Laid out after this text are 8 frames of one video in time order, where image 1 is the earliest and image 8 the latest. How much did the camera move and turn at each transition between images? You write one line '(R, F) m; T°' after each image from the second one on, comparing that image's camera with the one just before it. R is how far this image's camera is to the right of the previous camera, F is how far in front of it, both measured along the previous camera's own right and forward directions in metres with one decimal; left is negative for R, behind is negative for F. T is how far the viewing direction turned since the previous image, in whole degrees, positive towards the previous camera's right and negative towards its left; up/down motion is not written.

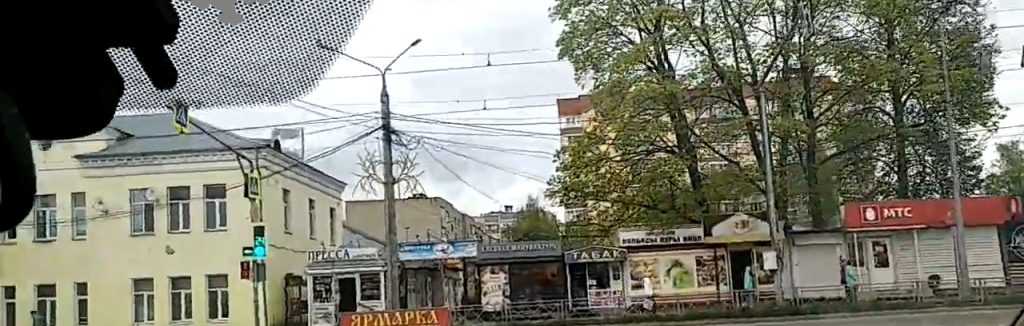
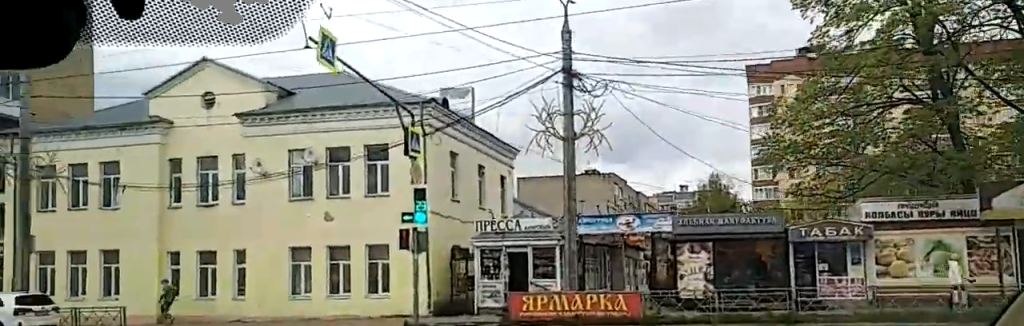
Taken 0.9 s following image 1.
(-0.1, +4.8) m; -17°
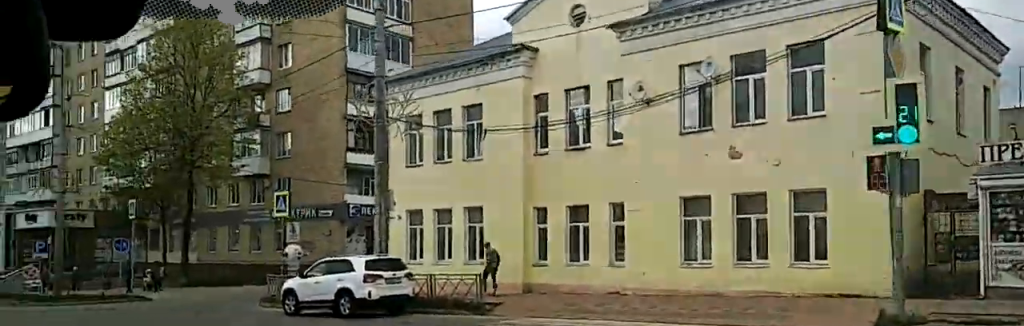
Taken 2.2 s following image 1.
(-2.0, +8.4) m; -18°
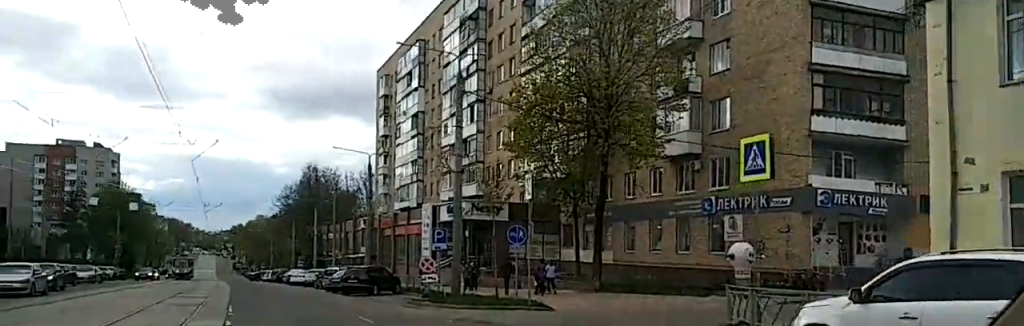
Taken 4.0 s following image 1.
(-3.0, +14.9) m; -23°
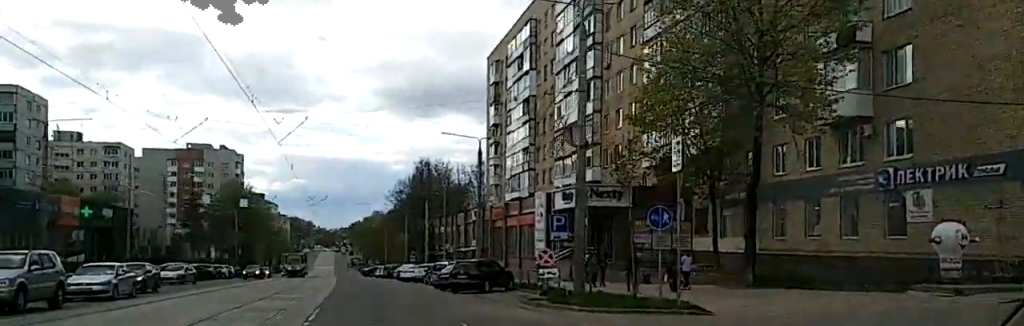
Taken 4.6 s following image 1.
(-0.3, +6.1) m; -6°
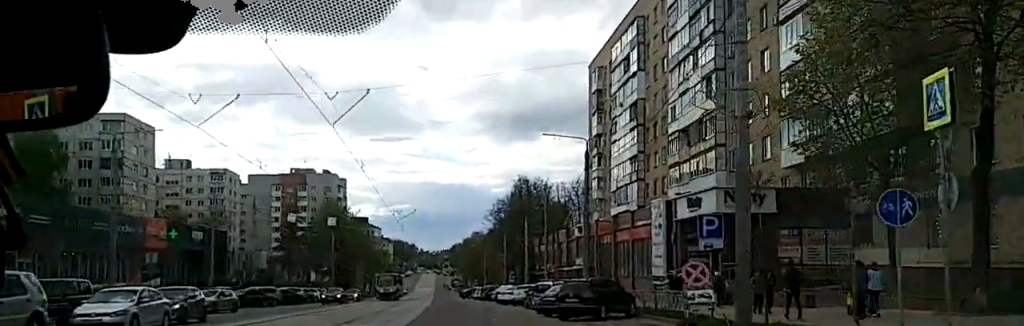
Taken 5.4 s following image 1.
(-0.7, +8.9) m; -6°
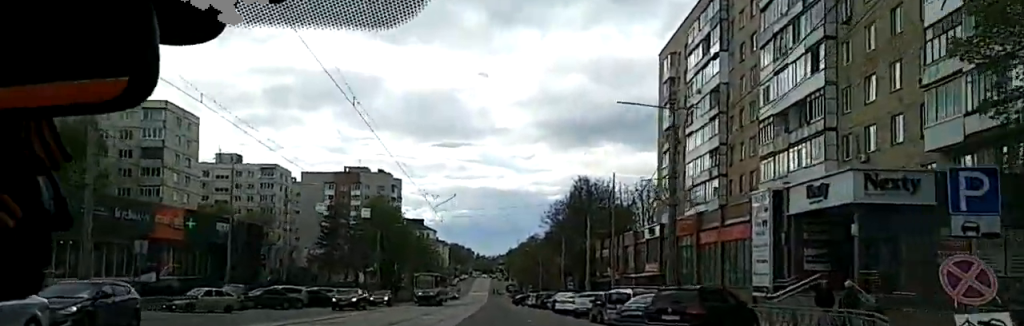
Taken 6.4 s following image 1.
(-0.5, +11.0) m; -5°
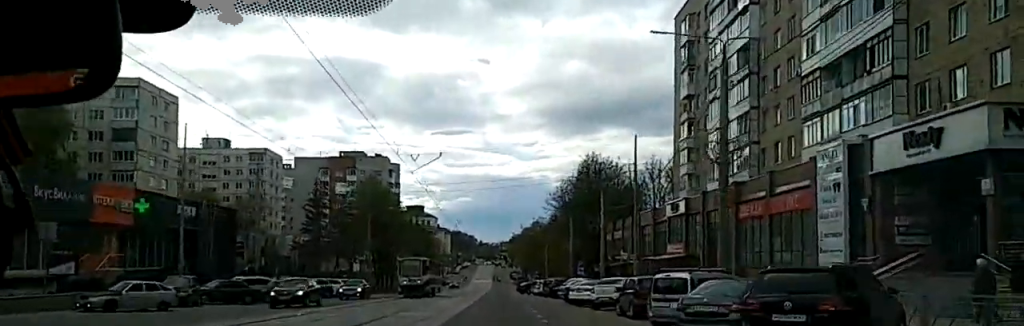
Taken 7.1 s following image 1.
(-0.1, +8.8) m; -3°
